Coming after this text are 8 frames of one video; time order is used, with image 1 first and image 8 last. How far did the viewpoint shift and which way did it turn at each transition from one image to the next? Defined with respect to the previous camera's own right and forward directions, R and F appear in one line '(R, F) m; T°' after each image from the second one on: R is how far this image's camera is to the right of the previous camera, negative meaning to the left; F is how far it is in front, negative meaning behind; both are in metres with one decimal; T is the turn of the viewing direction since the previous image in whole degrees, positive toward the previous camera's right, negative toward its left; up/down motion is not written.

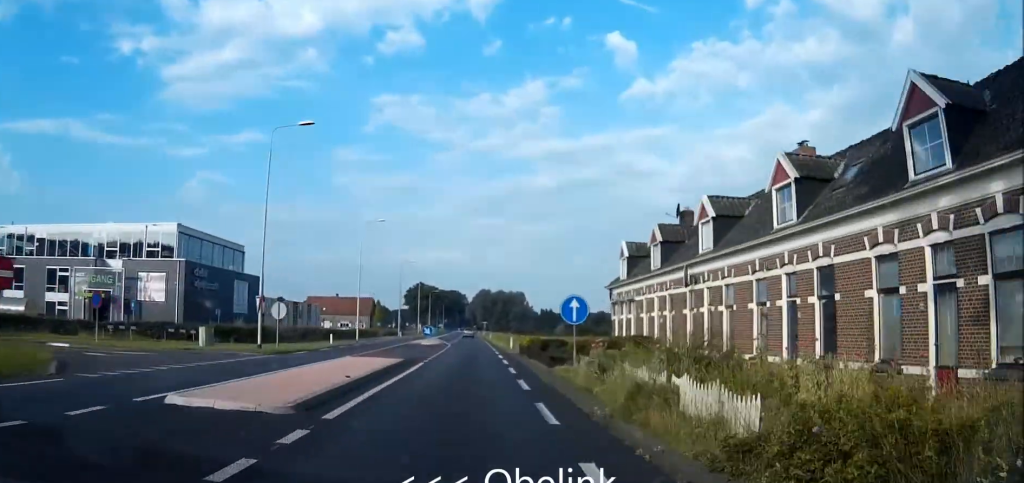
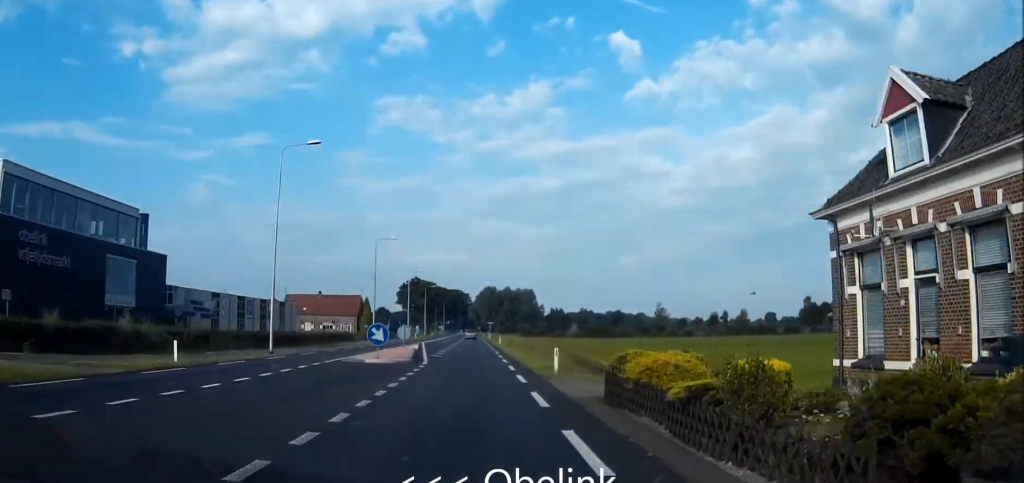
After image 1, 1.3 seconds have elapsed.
(-0.3, +27.4) m; -1°
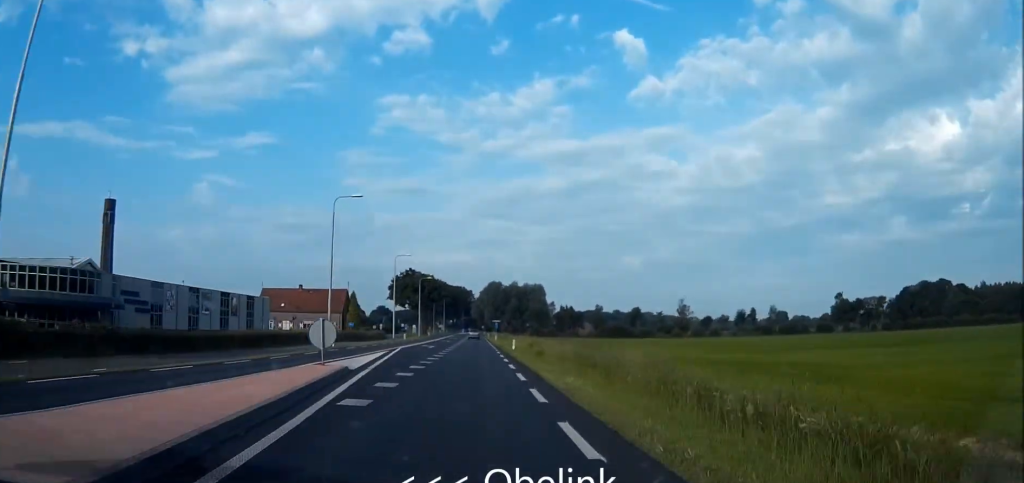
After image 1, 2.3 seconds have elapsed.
(-0.1, +22.8) m; 0°
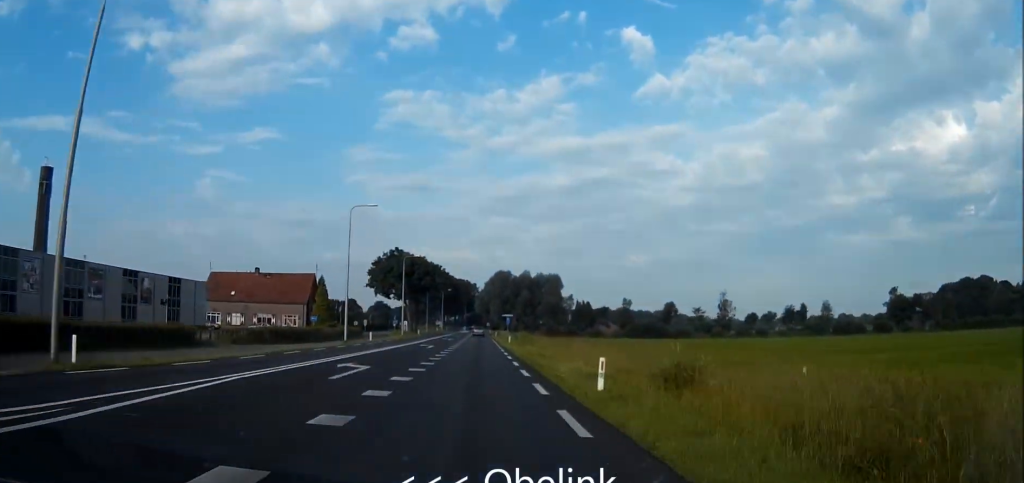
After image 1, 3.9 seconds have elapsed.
(-0.1, +34.1) m; 0°
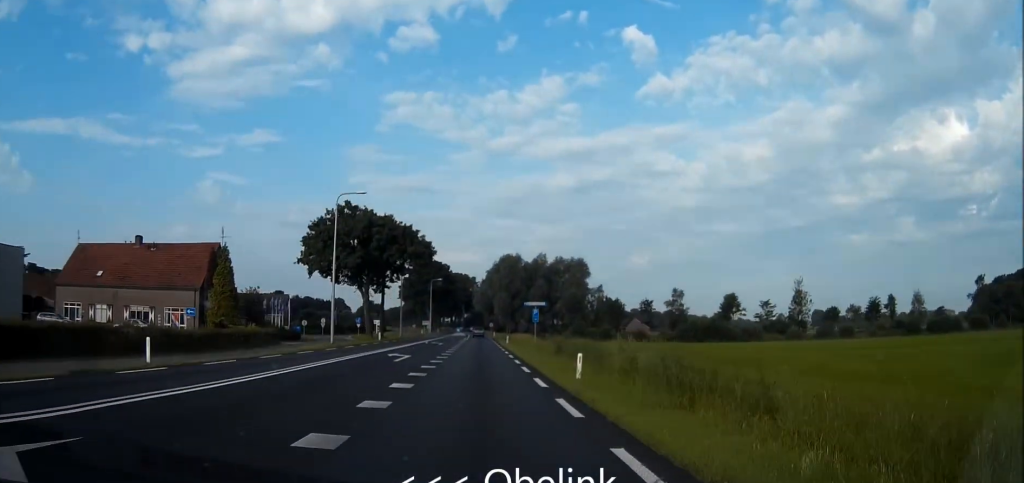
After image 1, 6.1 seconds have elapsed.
(-0.1, +45.3) m; 0°
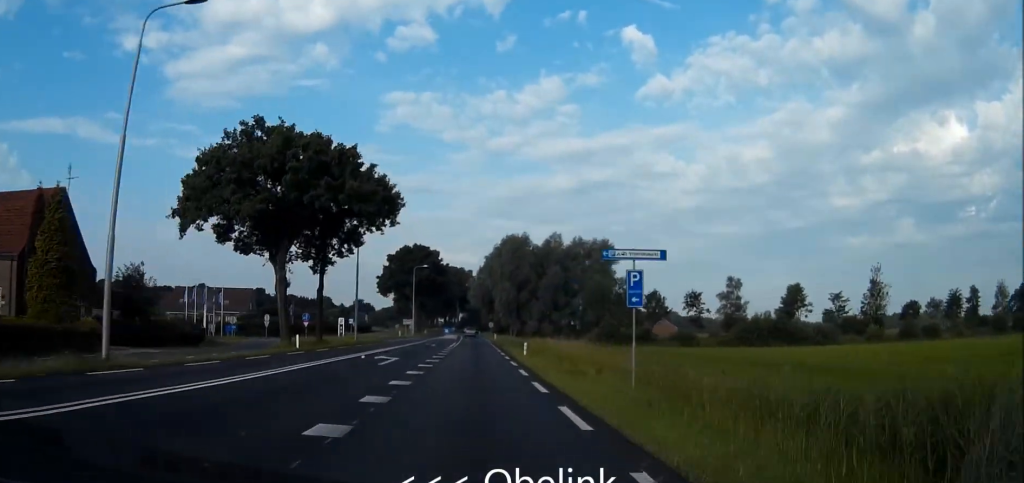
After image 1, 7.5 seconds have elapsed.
(+0.1, +31.3) m; 0°
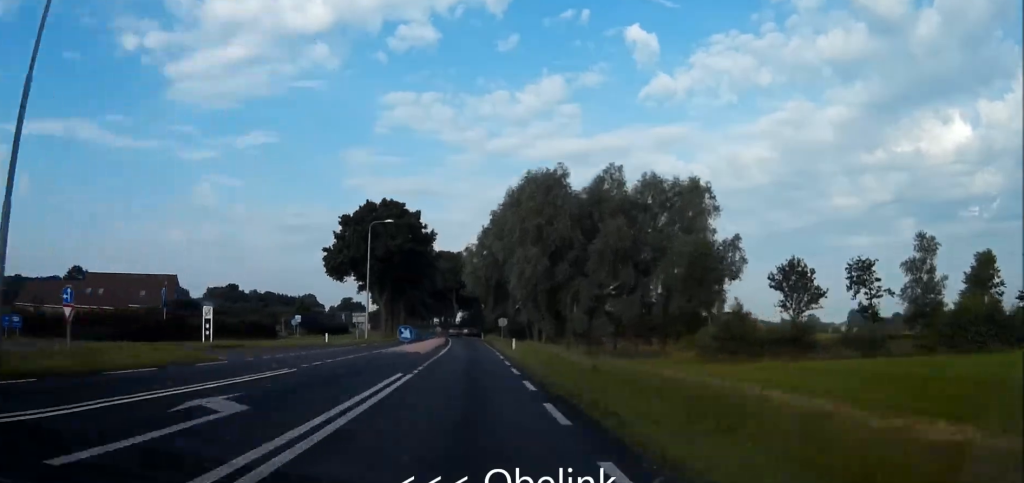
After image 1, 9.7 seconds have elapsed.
(-0.1, +47.5) m; 0°
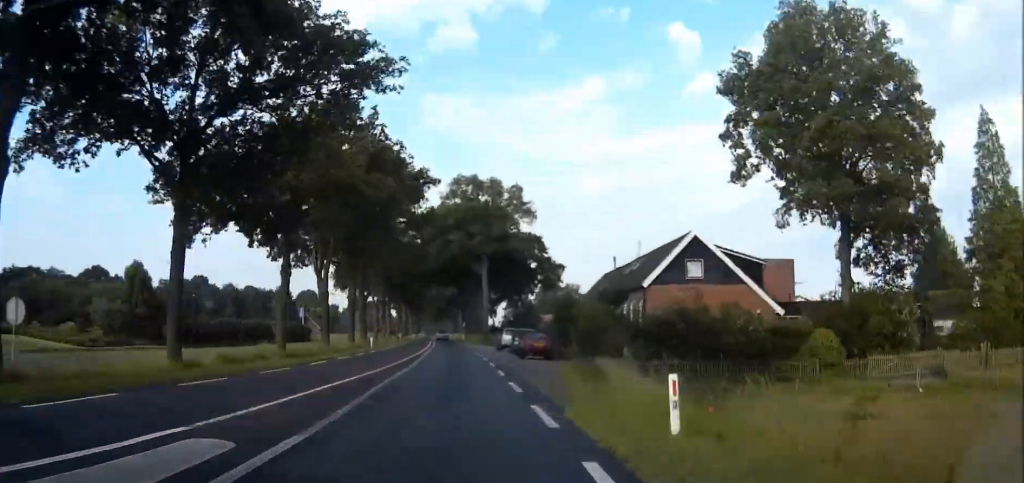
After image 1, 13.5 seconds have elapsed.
(-2.9, +84.0) m; -5°
